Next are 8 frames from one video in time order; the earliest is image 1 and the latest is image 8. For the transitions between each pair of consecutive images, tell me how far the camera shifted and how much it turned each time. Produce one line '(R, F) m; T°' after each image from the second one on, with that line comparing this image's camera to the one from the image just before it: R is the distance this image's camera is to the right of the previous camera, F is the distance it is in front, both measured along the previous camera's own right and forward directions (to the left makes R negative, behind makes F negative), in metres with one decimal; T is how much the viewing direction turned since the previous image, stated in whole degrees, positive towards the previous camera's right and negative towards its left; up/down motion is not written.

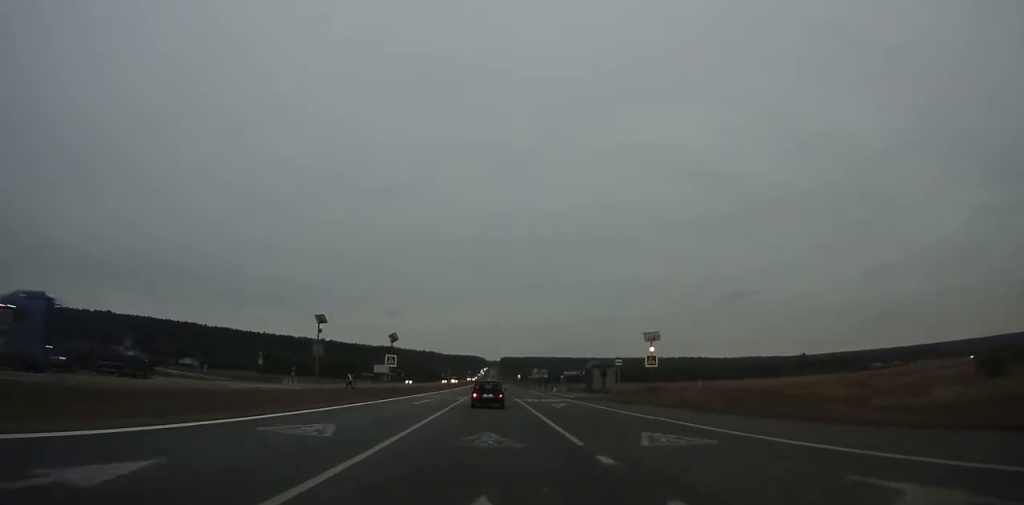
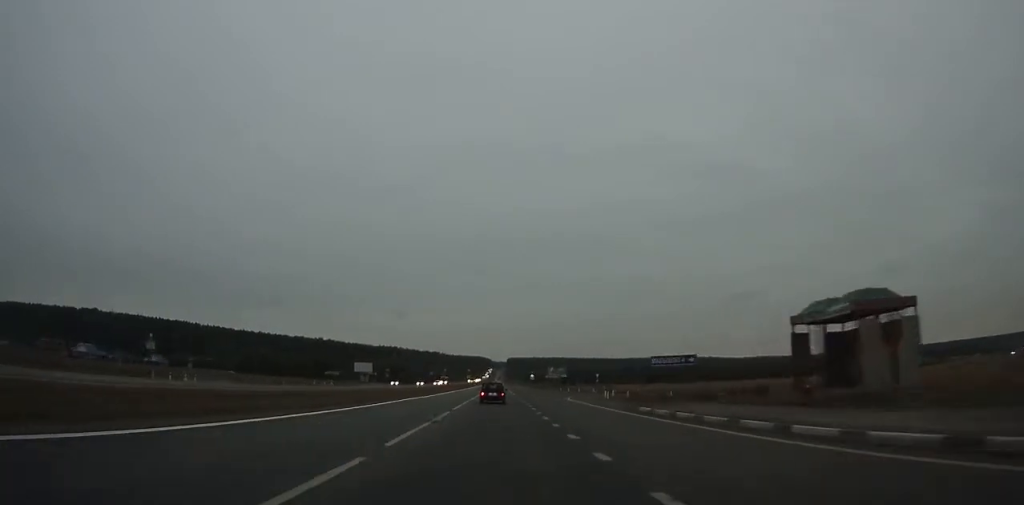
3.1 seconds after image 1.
(-0.1, +44.5) m; 0°
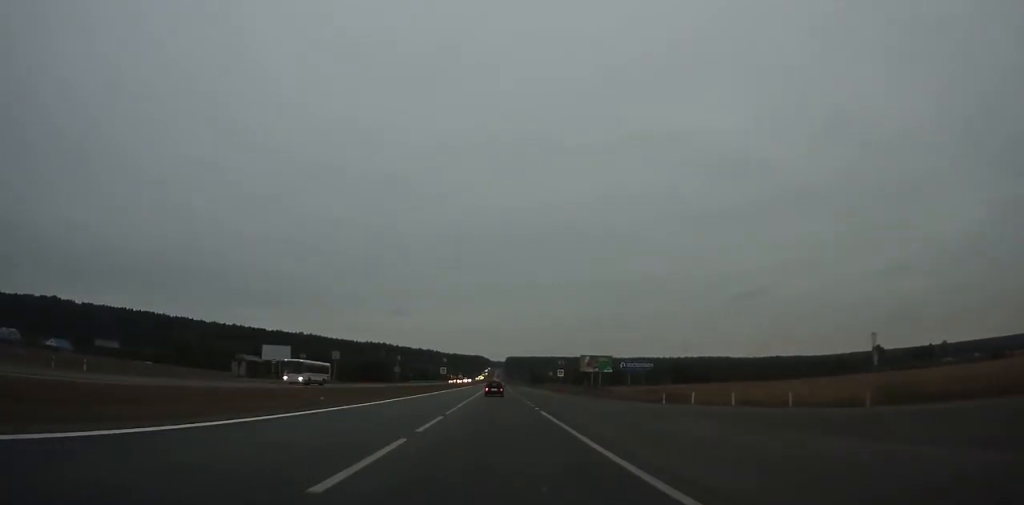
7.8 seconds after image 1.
(-0.1, +73.3) m; 0°
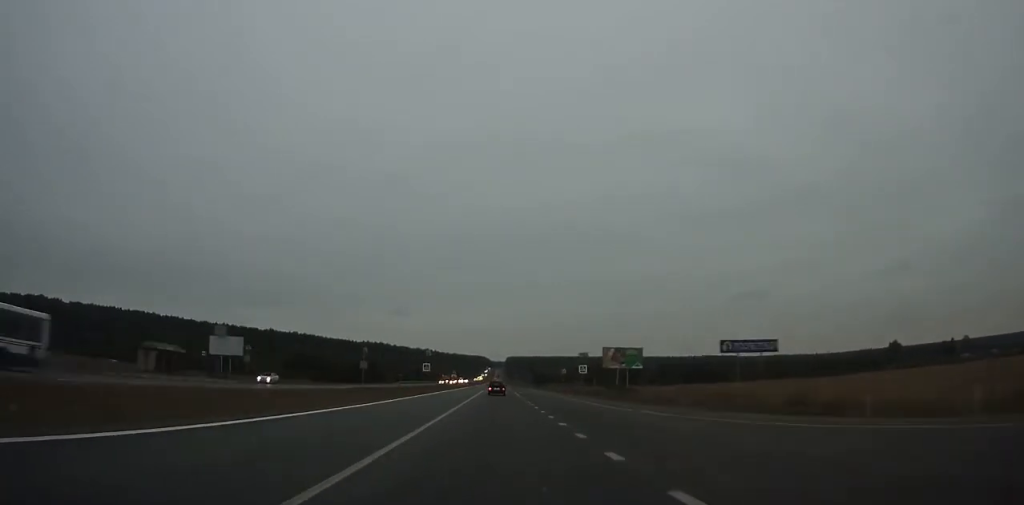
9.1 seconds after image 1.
(0.0, +22.3) m; 0°
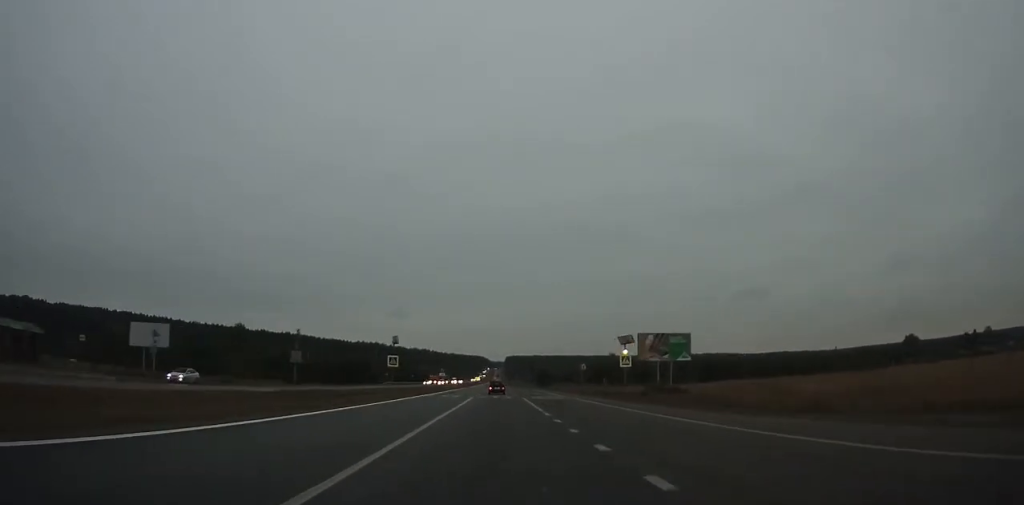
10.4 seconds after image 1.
(0.0, +22.8) m; 0°
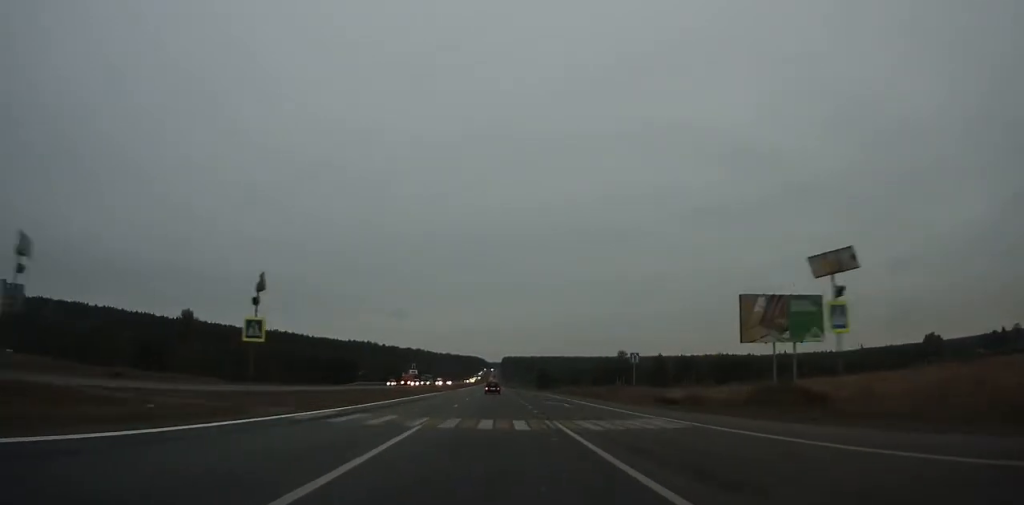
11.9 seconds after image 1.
(+0.1, +28.4) m; 0°
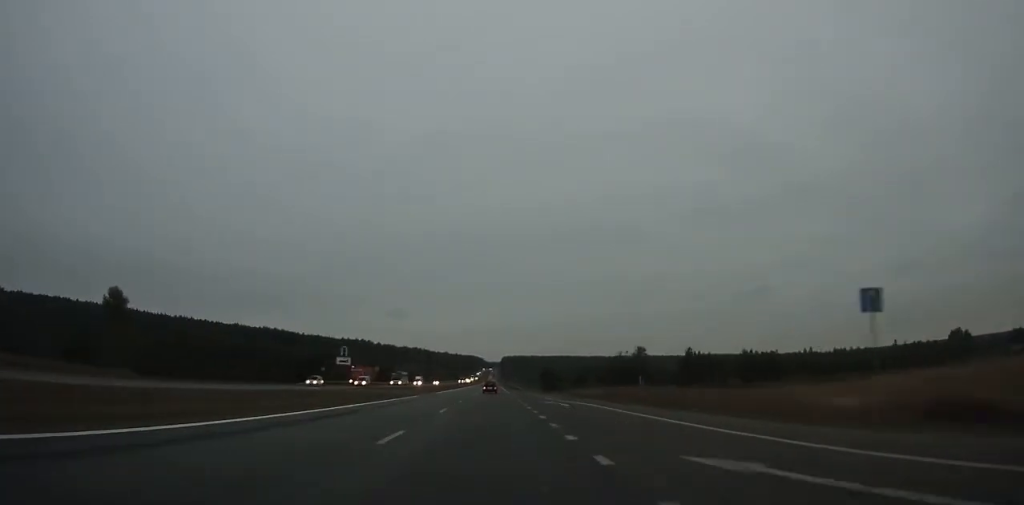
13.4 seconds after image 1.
(+0.1, +28.8) m; 0°
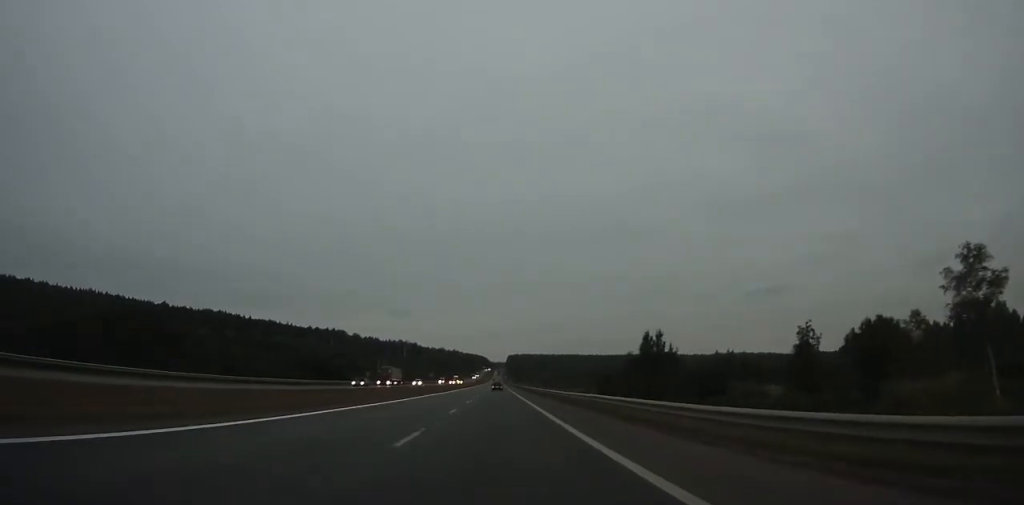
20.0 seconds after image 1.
(-0.3, +144.9) m; 0°
